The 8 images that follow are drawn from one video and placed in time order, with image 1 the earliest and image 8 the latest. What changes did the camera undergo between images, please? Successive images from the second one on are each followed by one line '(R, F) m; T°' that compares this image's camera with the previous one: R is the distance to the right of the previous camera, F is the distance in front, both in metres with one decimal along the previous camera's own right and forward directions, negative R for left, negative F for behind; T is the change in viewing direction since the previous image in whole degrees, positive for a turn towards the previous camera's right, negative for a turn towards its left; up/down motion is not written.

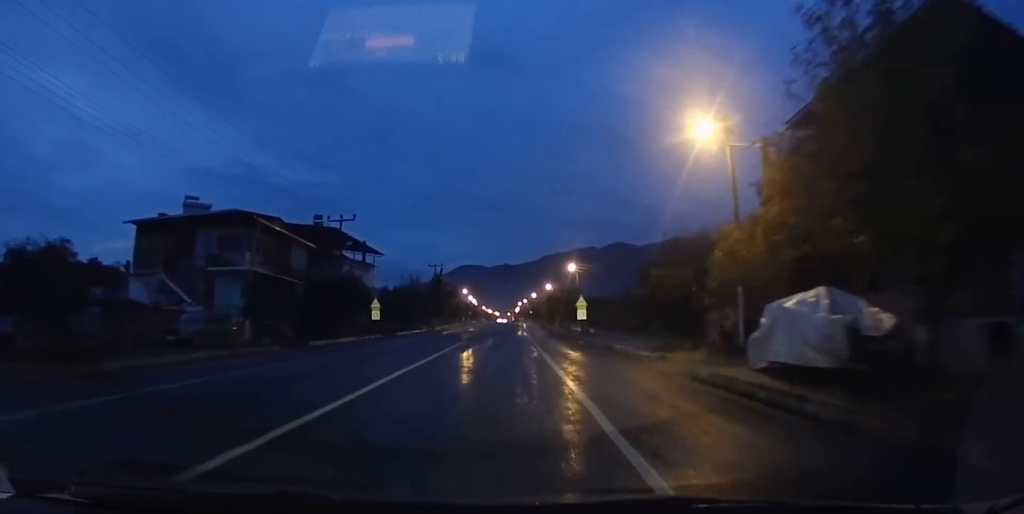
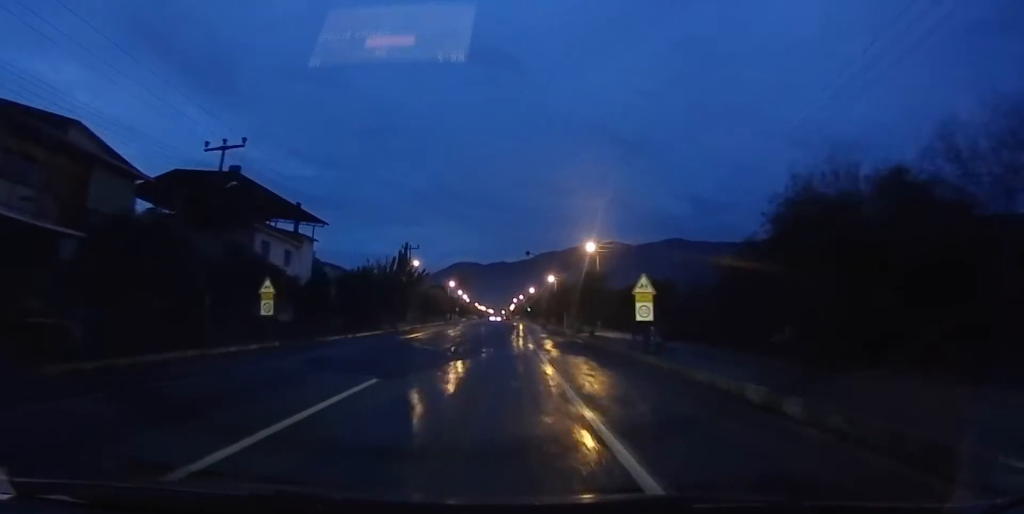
(+0.3, +19.1) m; +1°
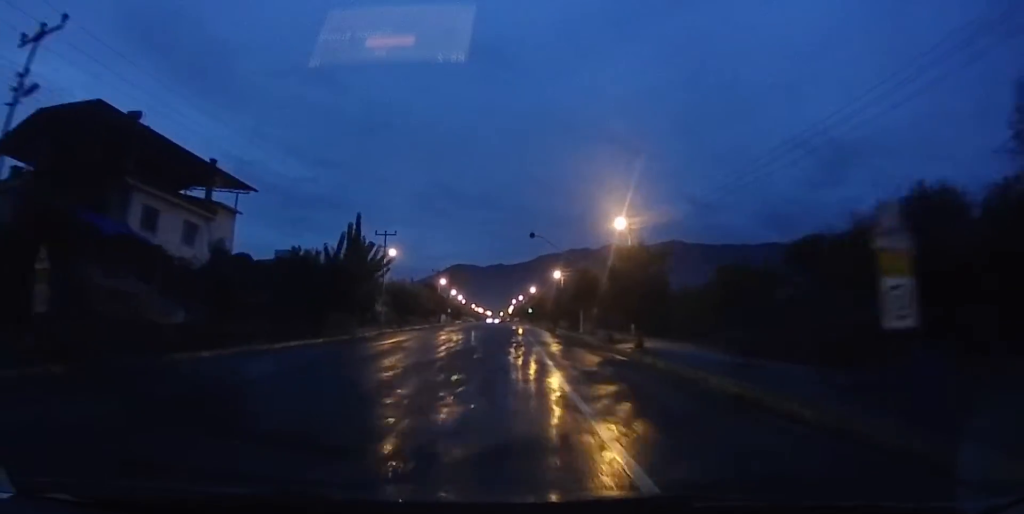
(0.0, +13.6) m; 0°
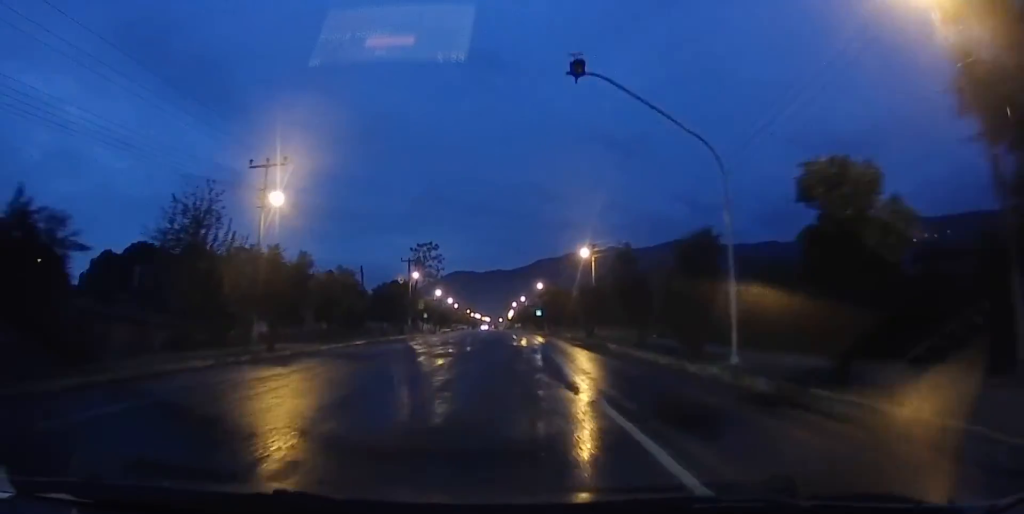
(-0.6, +30.2) m; -2°
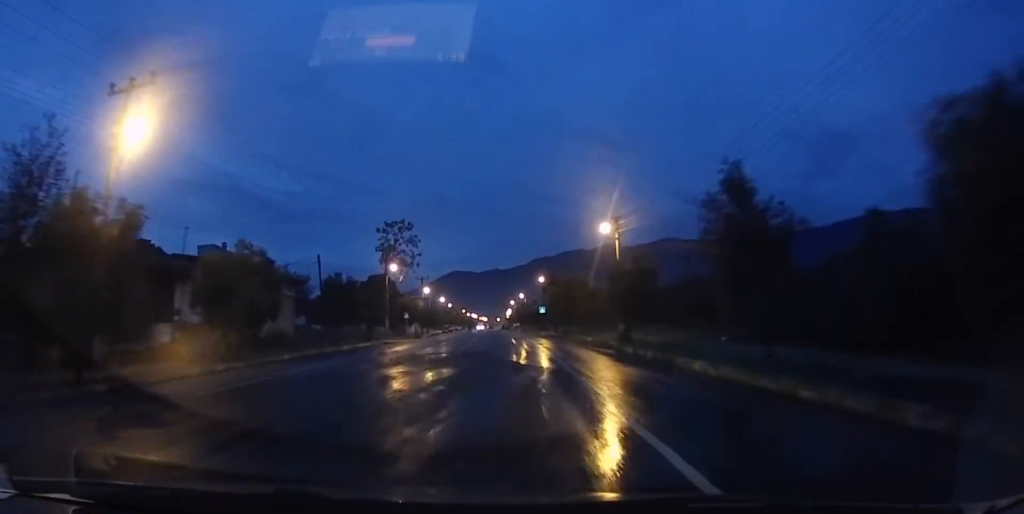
(0.0, +13.0) m; 0°
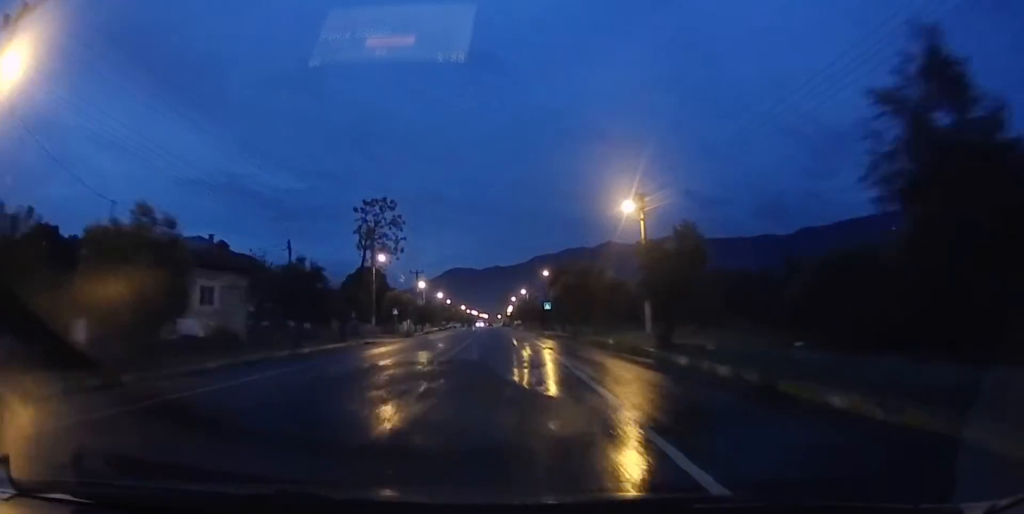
(0.0, +7.0) m; 0°
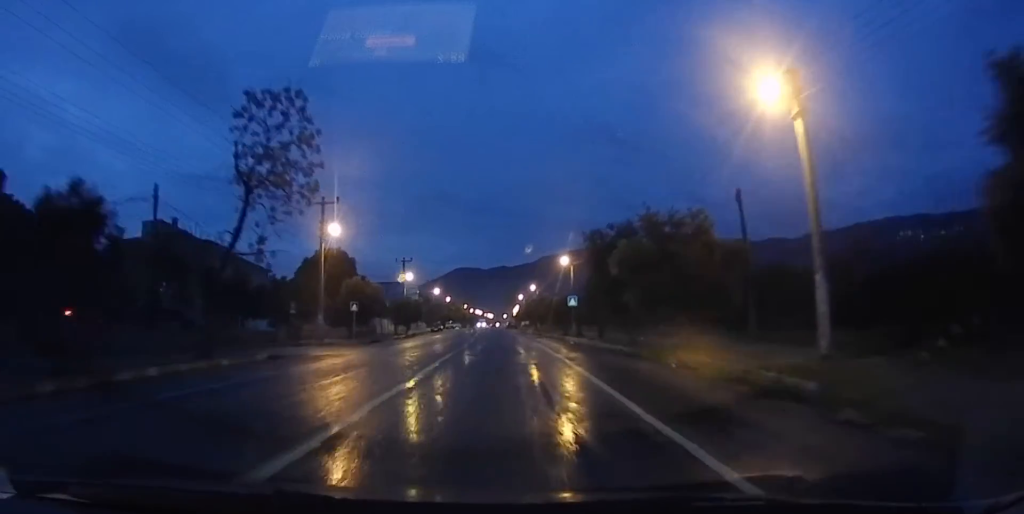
(0.0, +17.9) m; 0°
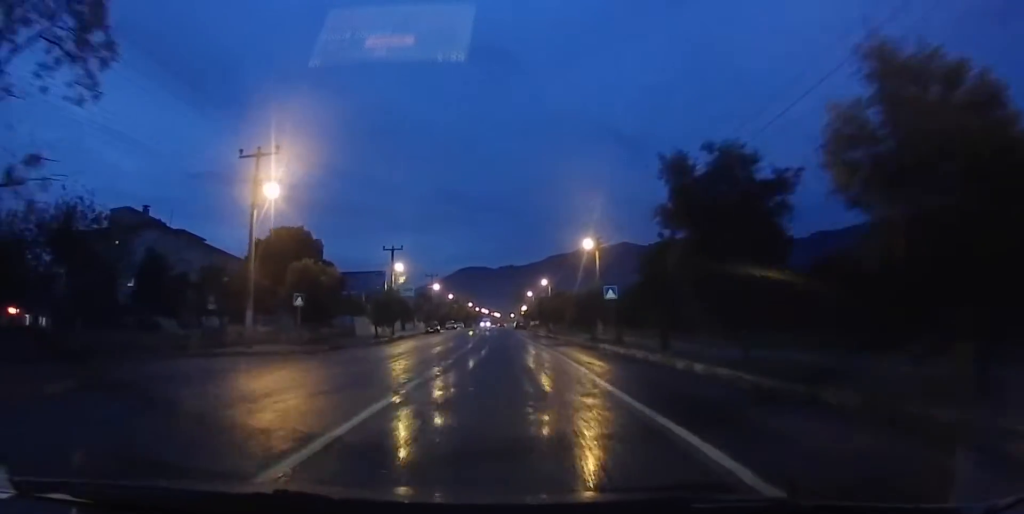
(0.0, +12.4) m; 0°
